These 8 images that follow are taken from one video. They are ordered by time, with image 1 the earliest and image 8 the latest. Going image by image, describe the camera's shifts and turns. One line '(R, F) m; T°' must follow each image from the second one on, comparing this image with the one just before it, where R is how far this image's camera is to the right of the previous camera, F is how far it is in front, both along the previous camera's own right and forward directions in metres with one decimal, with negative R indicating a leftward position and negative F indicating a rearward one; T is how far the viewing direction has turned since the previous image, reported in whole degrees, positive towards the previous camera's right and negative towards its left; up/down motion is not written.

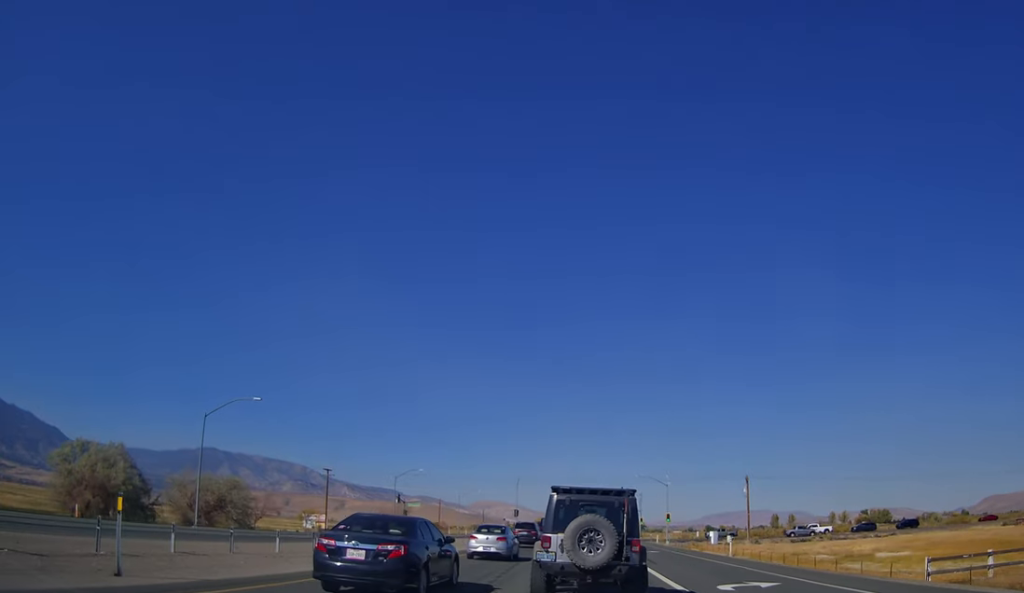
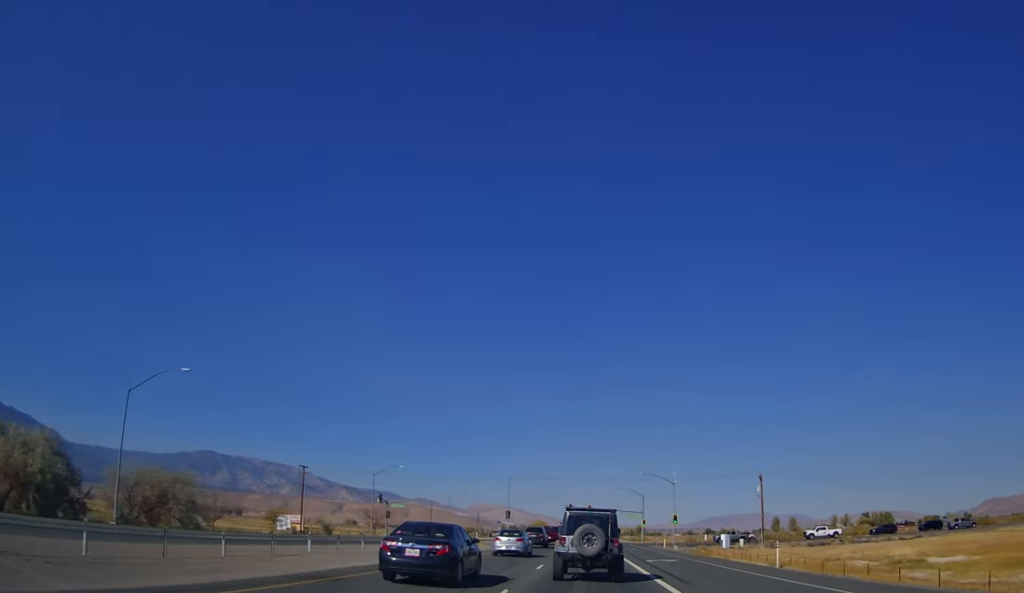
(0.0, +7.8) m; 0°
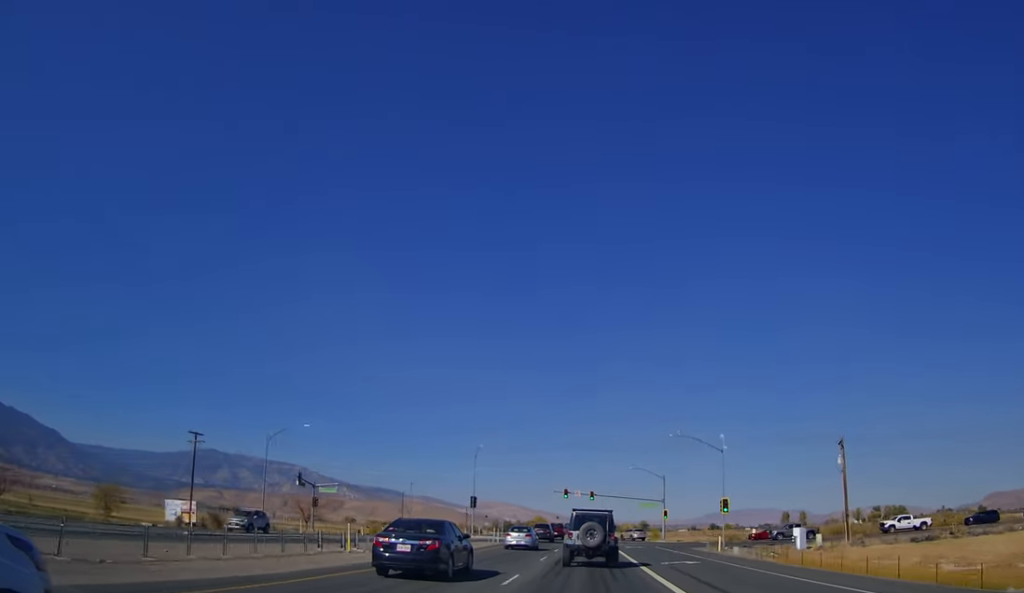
(-0.2, +23.0) m; -1°
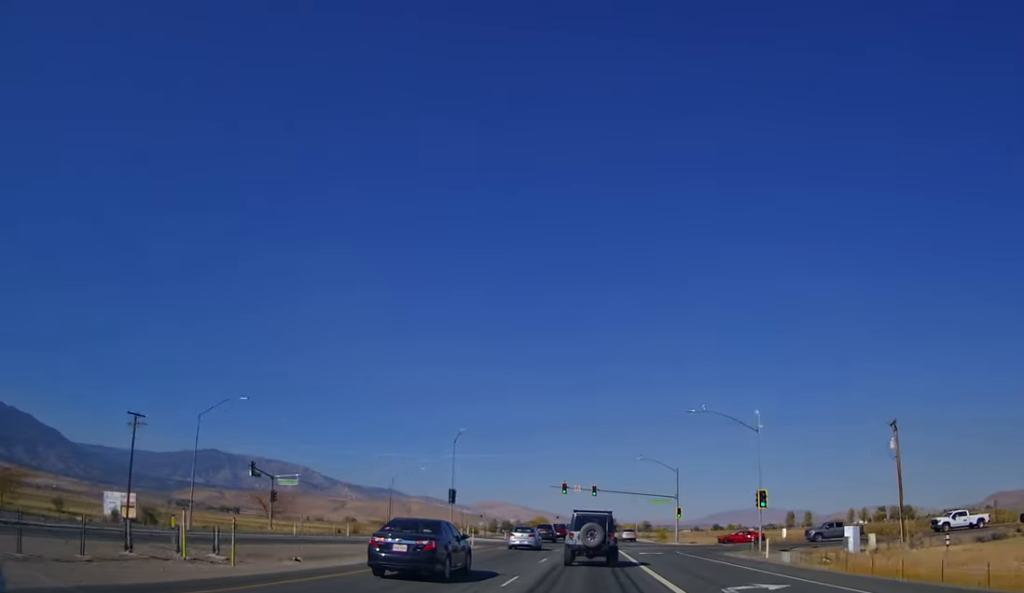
(-0.1, +10.3) m; 0°
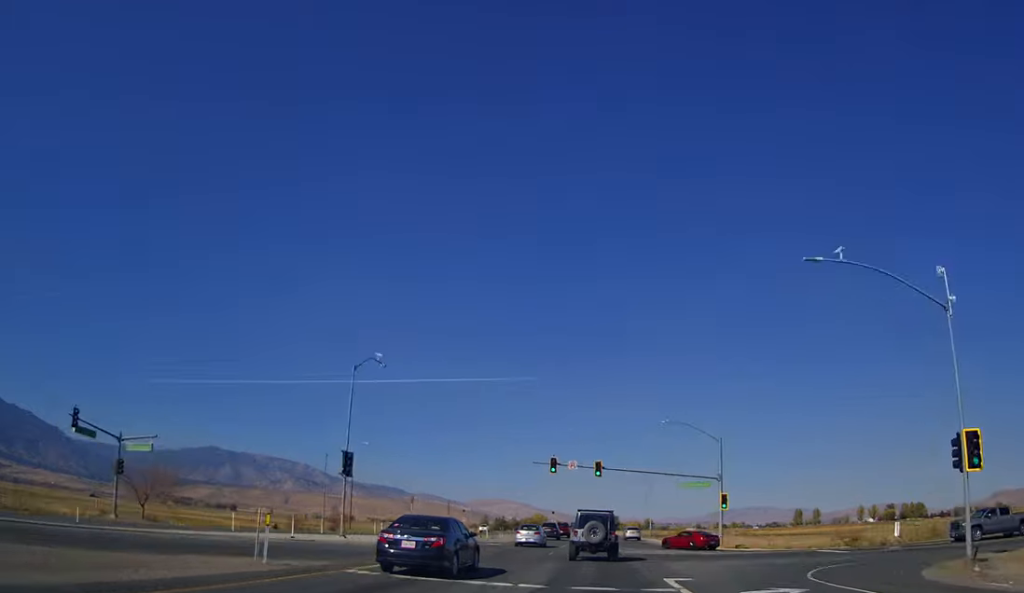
(+0.2, +23.7) m; 0°
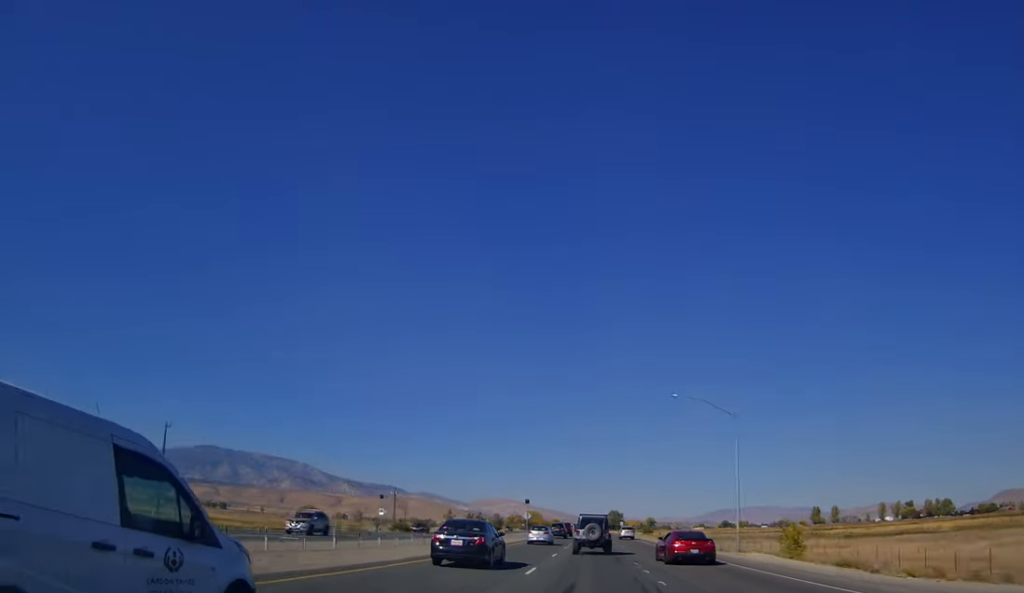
(-0.3, +60.2) m; +1°
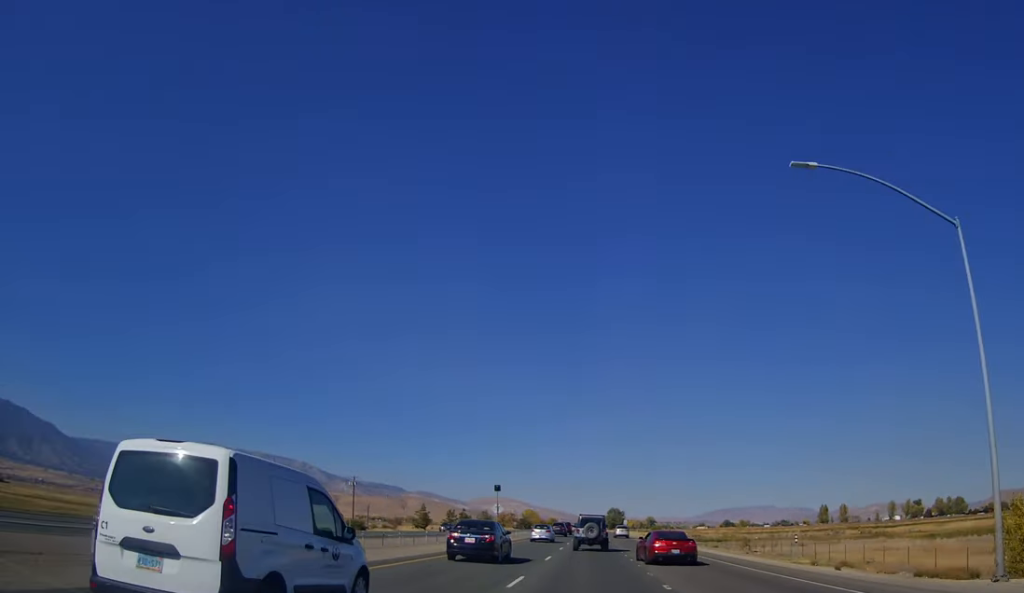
(+0.4, +28.1) m; +1°
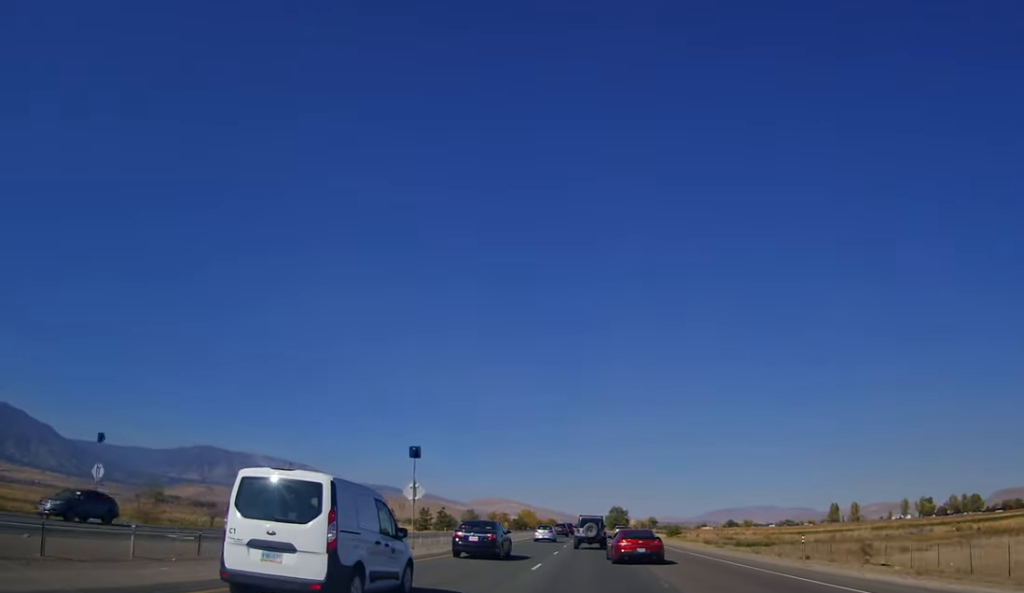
(0.0, +29.6) m; 0°
